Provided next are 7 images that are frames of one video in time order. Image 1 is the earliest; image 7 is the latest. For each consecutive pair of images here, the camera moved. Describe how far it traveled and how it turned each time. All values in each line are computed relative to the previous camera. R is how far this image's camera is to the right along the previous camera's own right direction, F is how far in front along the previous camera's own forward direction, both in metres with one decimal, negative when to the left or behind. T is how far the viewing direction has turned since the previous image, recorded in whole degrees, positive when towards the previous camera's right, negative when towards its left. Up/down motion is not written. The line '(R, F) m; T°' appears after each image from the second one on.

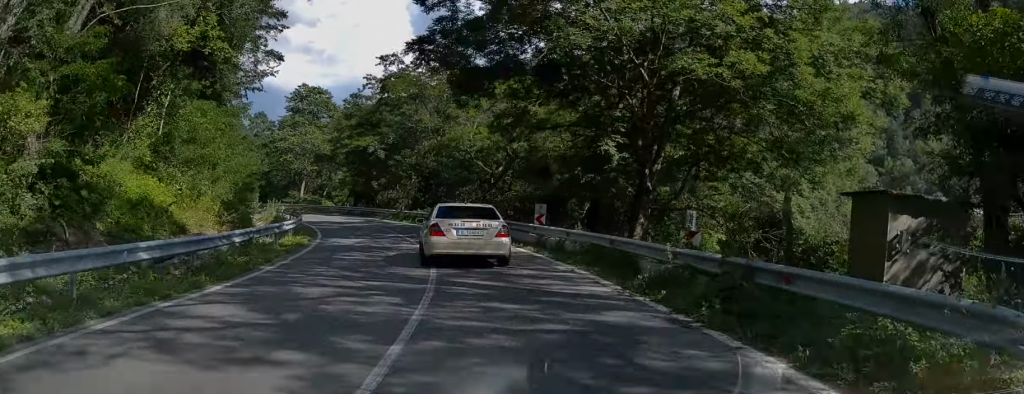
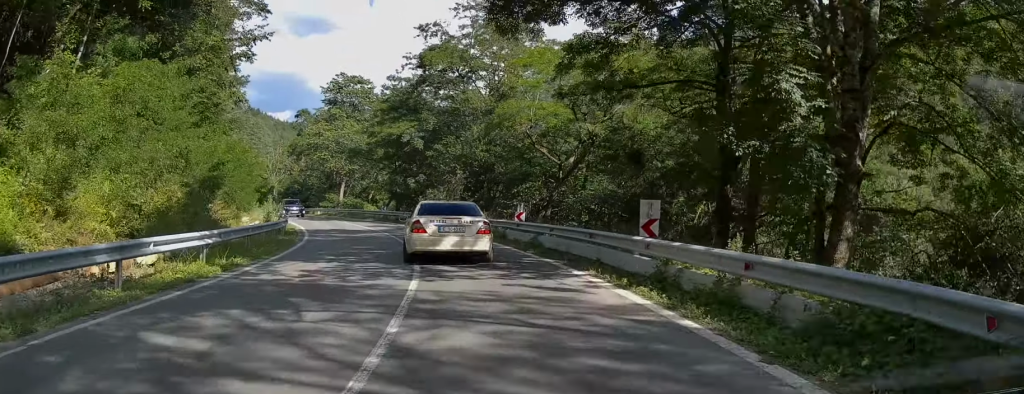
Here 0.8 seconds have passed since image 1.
(-0.7, +10.8) m; -6°
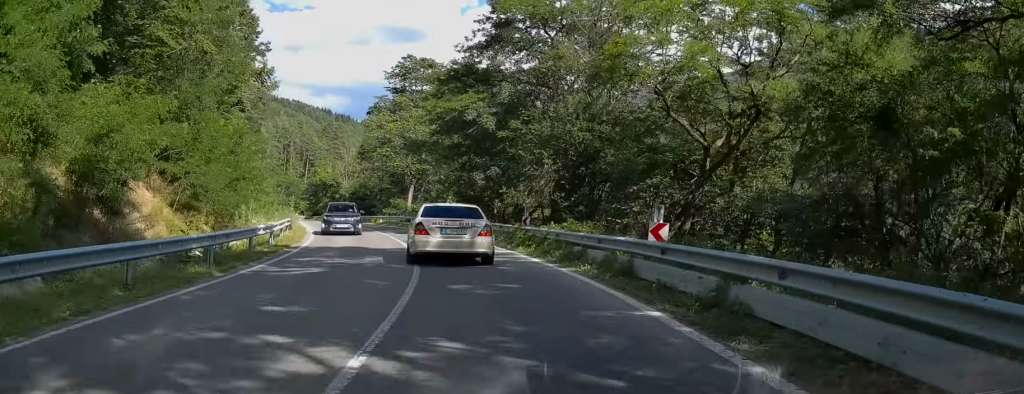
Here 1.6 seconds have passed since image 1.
(-0.7, +12.4) m; -6°
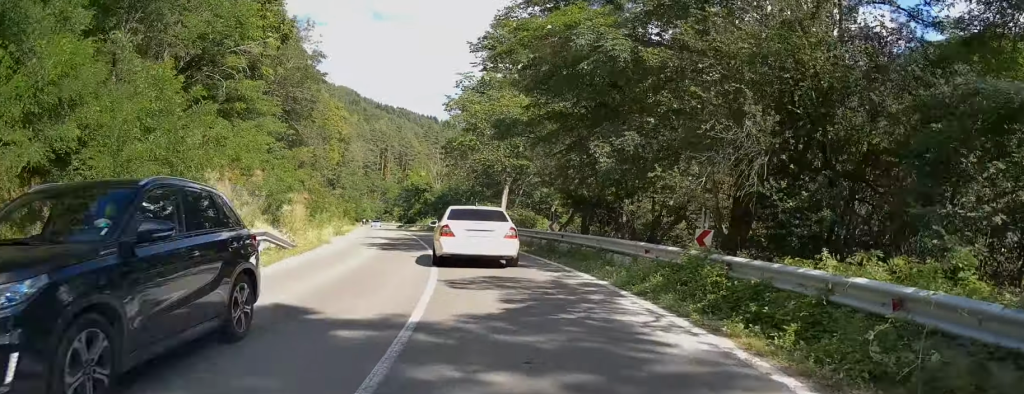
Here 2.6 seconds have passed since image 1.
(-0.7, +13.4) m; -7°
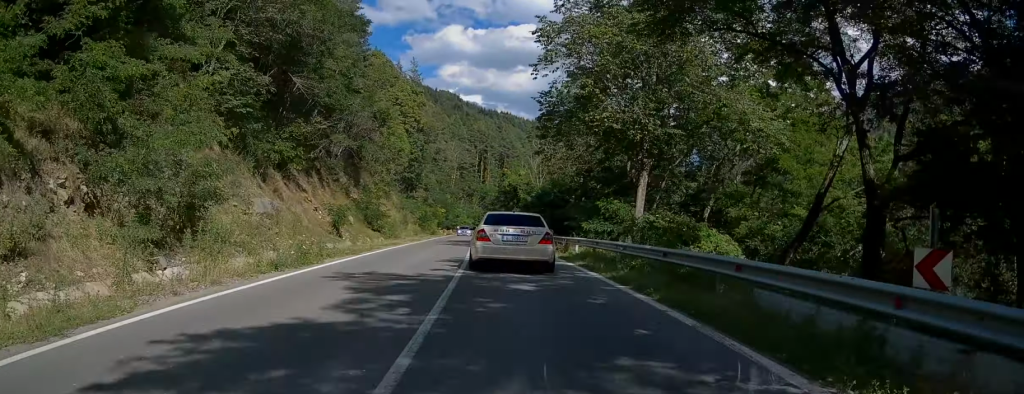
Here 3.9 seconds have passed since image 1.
(-1.9, +18.9) m; -11°
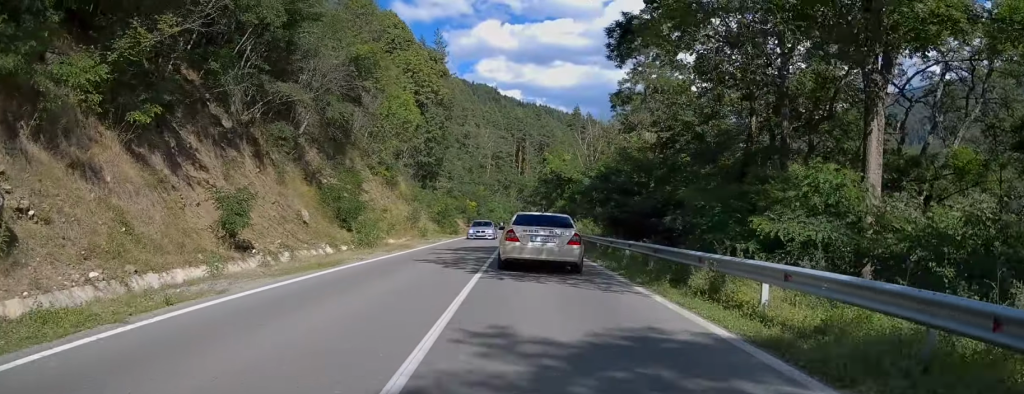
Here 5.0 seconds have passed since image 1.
(-1.1, +17.0) m; -4°
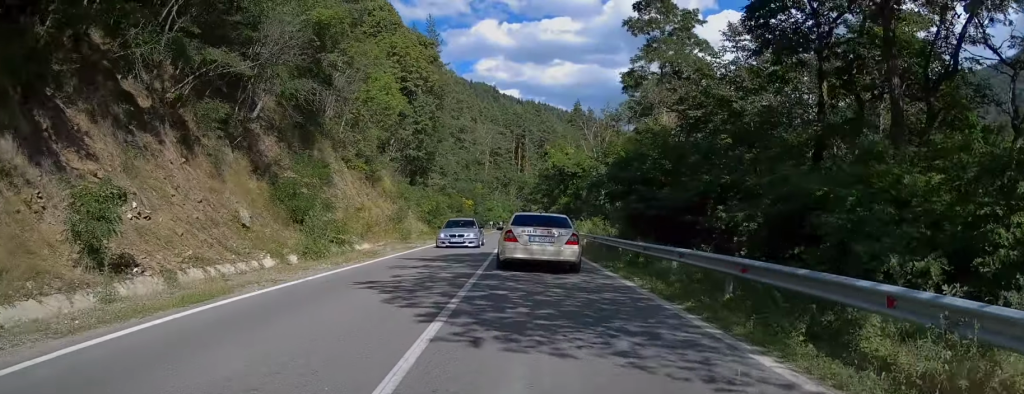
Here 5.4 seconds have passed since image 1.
(0.0, +6.6) m; 0°
